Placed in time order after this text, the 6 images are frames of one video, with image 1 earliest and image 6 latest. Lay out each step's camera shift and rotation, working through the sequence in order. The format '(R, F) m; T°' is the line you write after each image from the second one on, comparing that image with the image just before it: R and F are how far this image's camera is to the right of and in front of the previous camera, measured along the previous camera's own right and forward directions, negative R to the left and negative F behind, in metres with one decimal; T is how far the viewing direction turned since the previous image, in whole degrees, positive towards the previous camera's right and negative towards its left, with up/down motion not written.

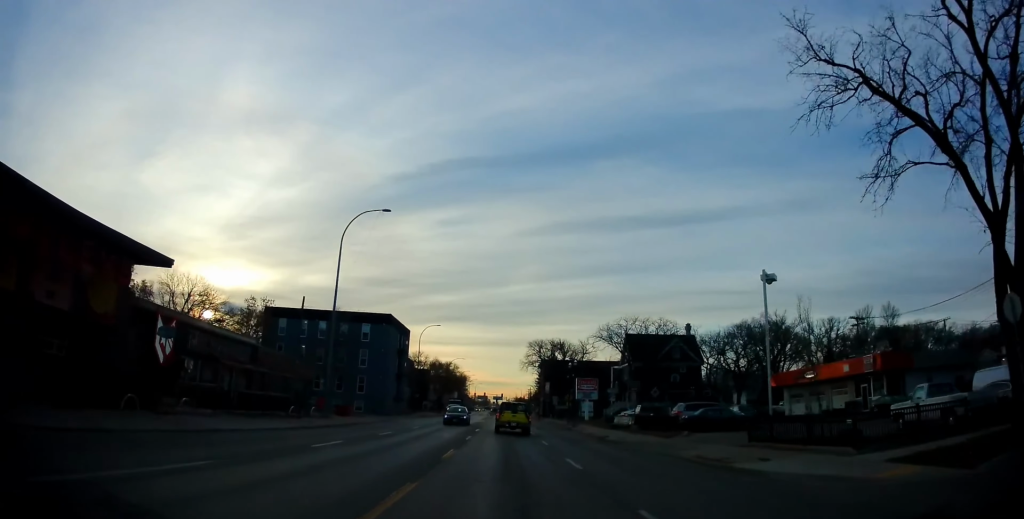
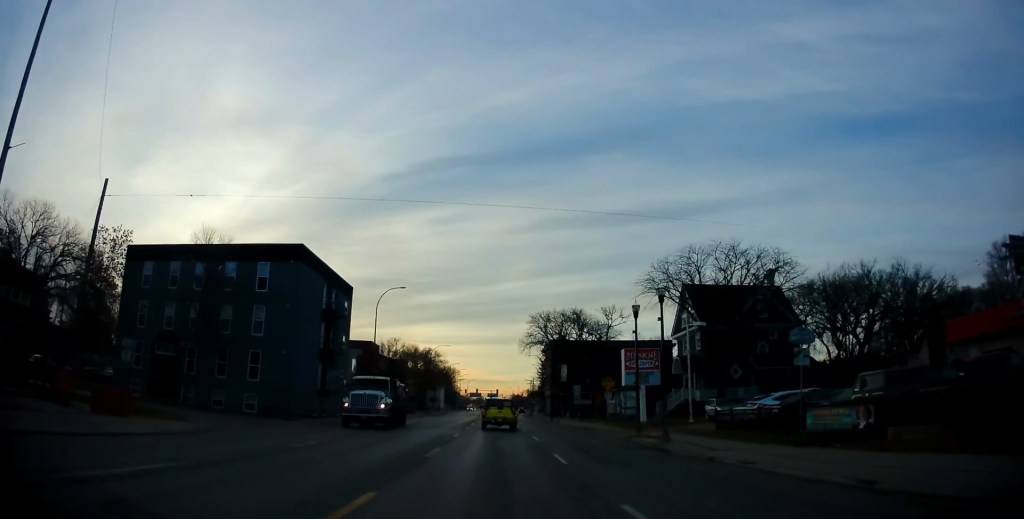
(-1.1, +28.5) m; -1°
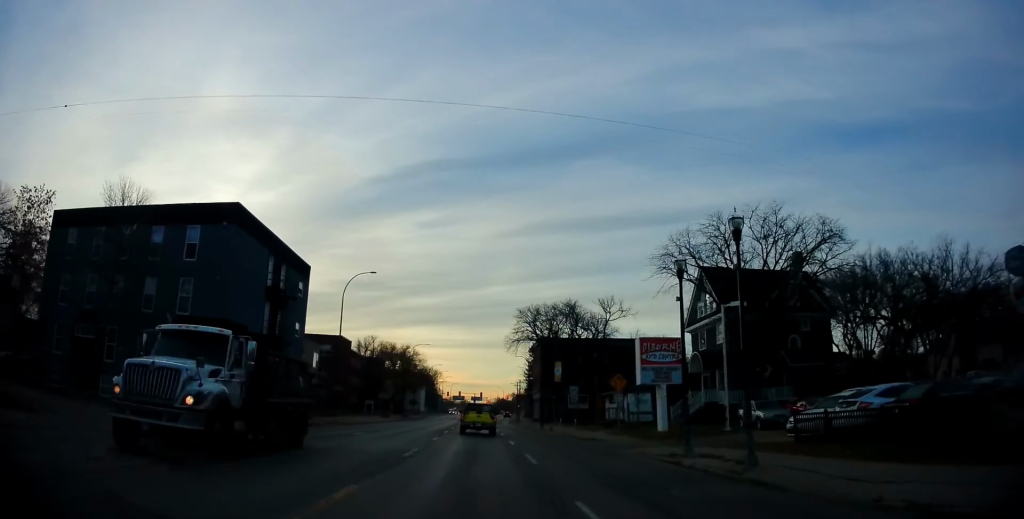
(+0.4, +8.3) m; +2°
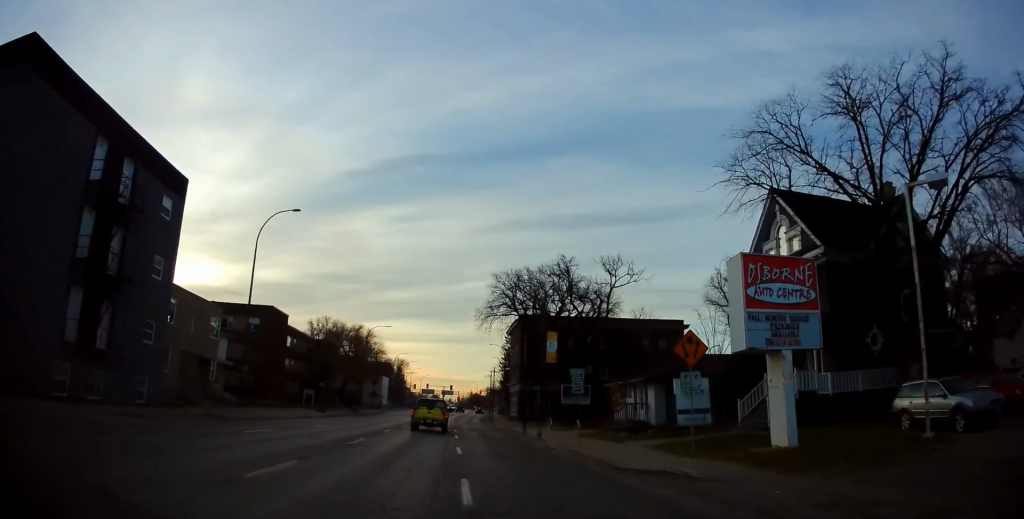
(+0.3, +16.0) m; +1°
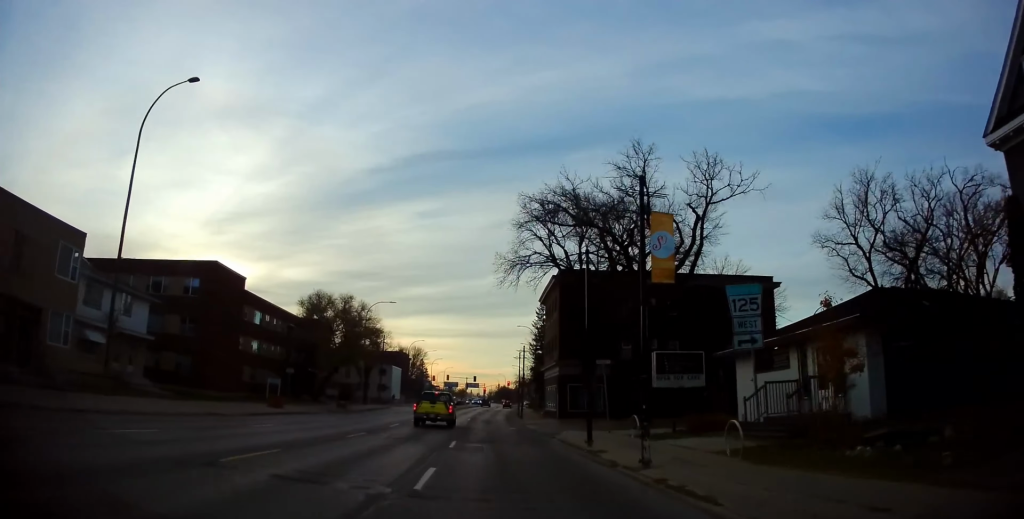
(+0.2, +17.8) m; 0°
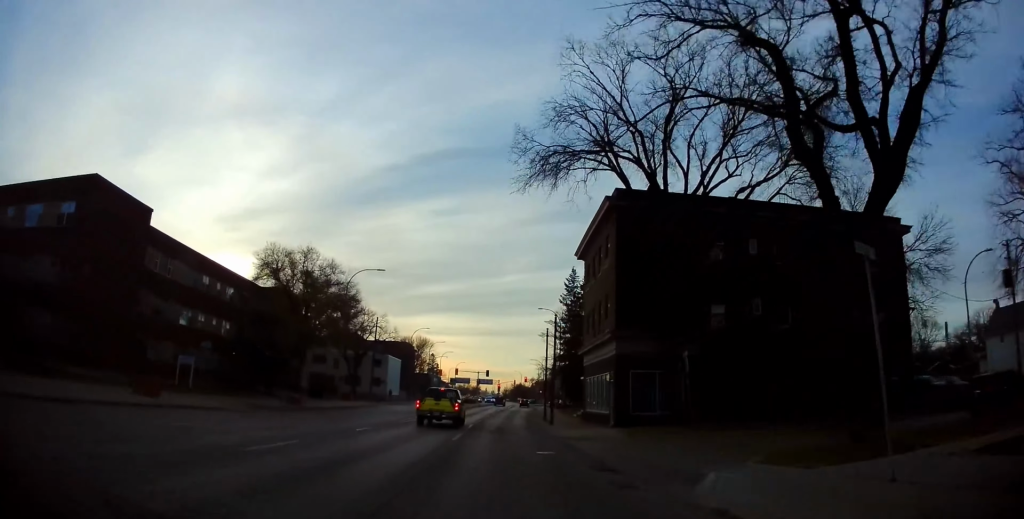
(-0.5, +17.0) m; -4°
